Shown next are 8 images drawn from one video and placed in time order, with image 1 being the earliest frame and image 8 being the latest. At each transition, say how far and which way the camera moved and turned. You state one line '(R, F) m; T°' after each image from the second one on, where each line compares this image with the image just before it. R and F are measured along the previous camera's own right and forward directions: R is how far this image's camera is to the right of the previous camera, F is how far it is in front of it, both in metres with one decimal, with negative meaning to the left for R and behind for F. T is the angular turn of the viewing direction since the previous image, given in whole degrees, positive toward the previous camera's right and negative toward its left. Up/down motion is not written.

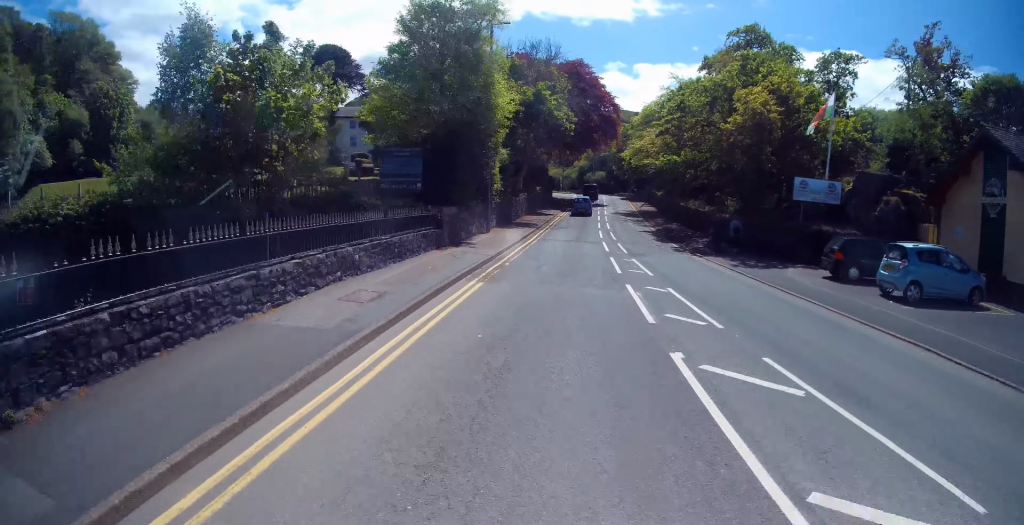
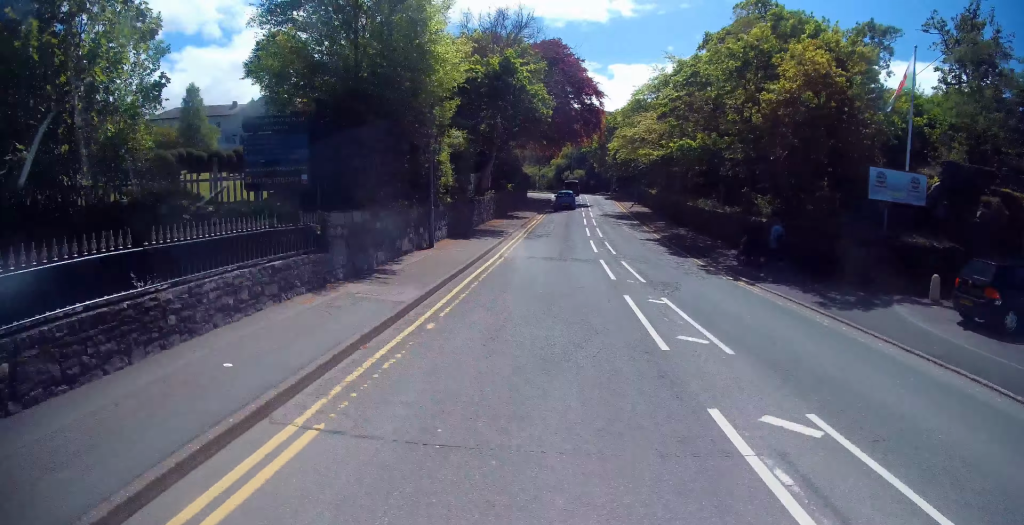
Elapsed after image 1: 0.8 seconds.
(+0.1, +7.3) m; +2°
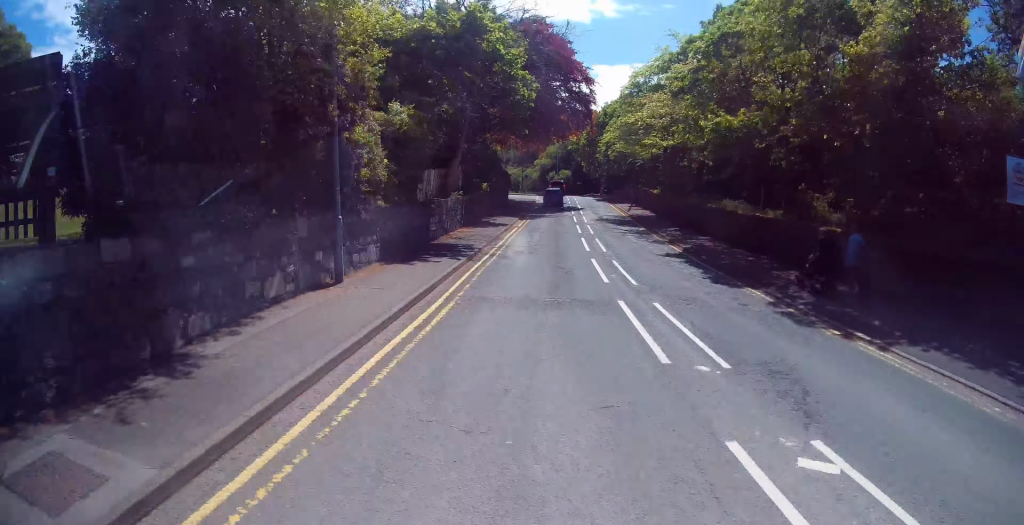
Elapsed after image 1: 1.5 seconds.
(0.0, +6.3) m; +2°
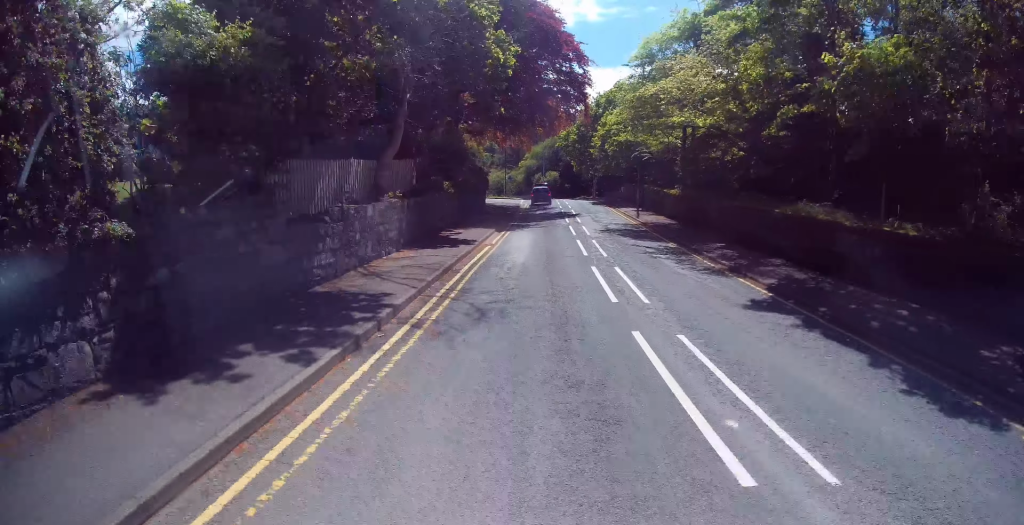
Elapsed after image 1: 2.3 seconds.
(+0.2, +8.0) m; +3°
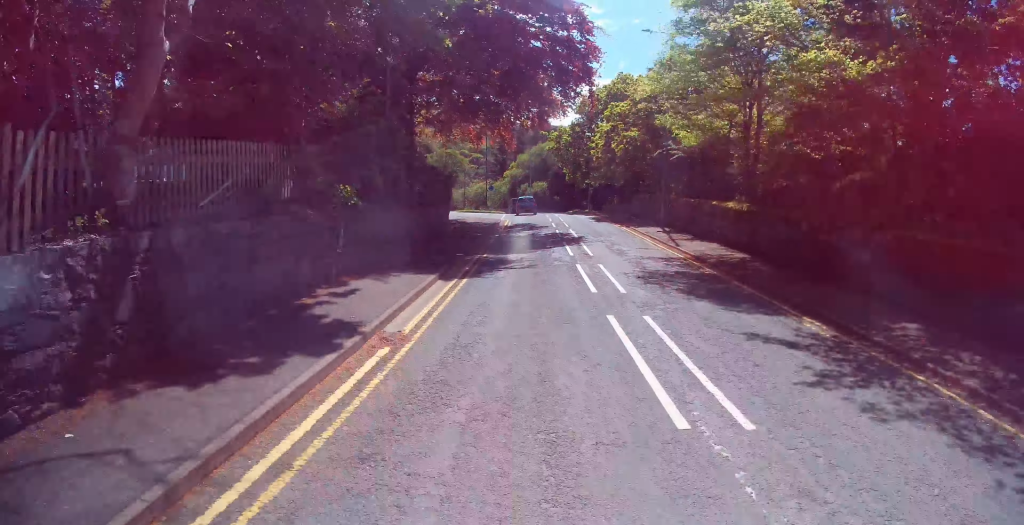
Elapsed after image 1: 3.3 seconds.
(+0.2, +10.4) m; +1°
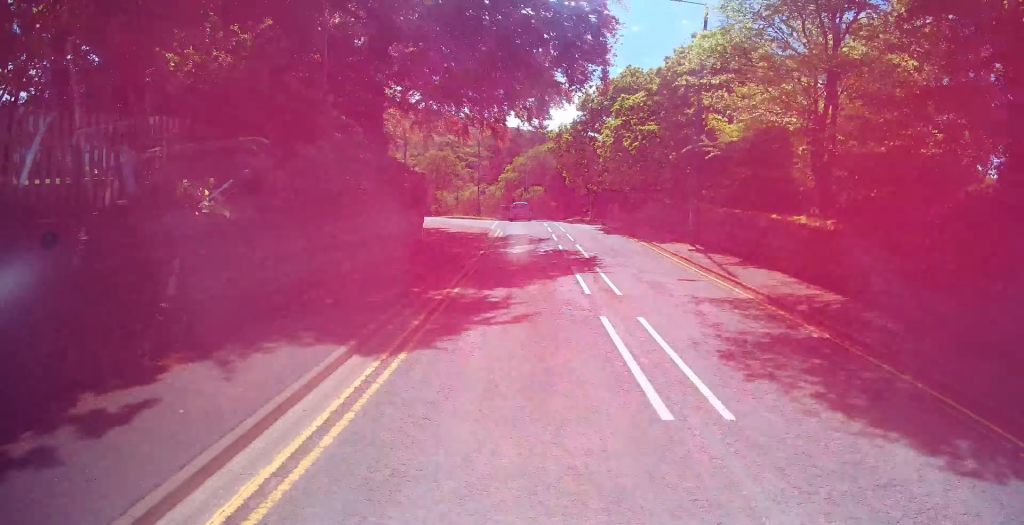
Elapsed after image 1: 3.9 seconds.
(0.0, +5.4) m; 0°
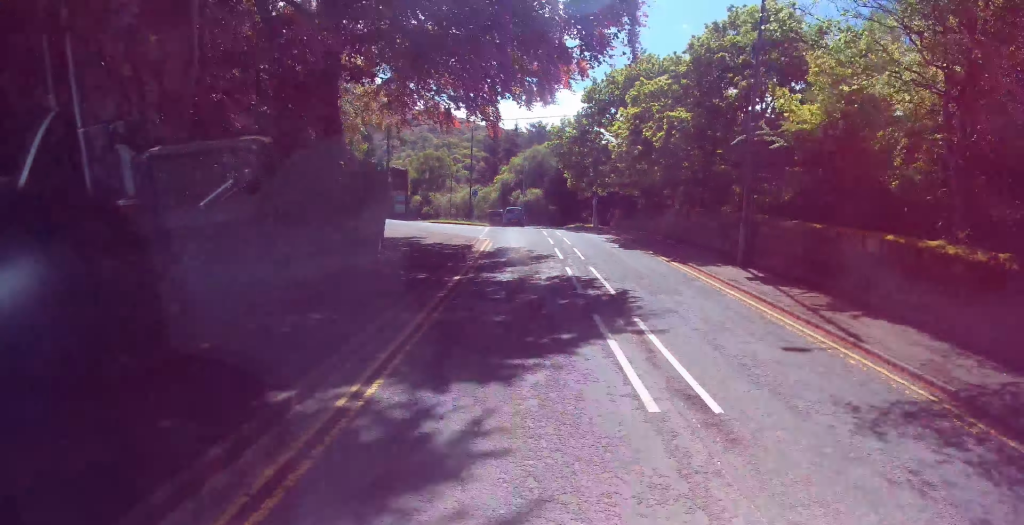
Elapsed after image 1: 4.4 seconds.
(0.0, +5.3) m; 0°
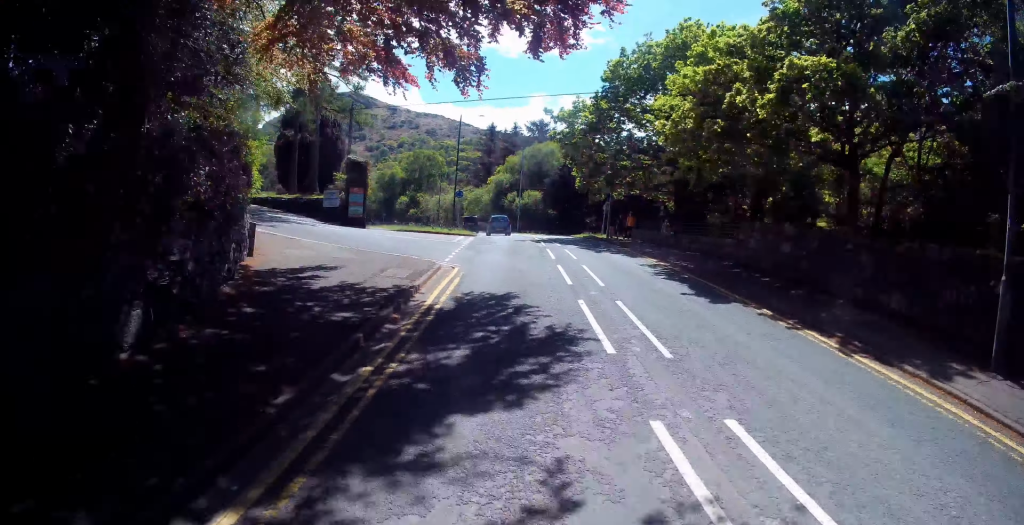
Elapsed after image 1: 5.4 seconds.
(-0.1, +9.3) m; -2°
